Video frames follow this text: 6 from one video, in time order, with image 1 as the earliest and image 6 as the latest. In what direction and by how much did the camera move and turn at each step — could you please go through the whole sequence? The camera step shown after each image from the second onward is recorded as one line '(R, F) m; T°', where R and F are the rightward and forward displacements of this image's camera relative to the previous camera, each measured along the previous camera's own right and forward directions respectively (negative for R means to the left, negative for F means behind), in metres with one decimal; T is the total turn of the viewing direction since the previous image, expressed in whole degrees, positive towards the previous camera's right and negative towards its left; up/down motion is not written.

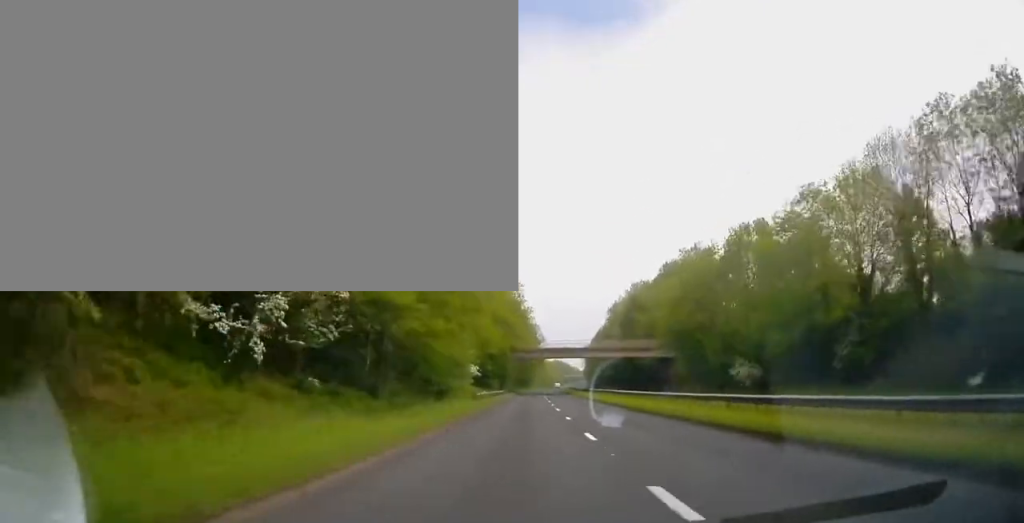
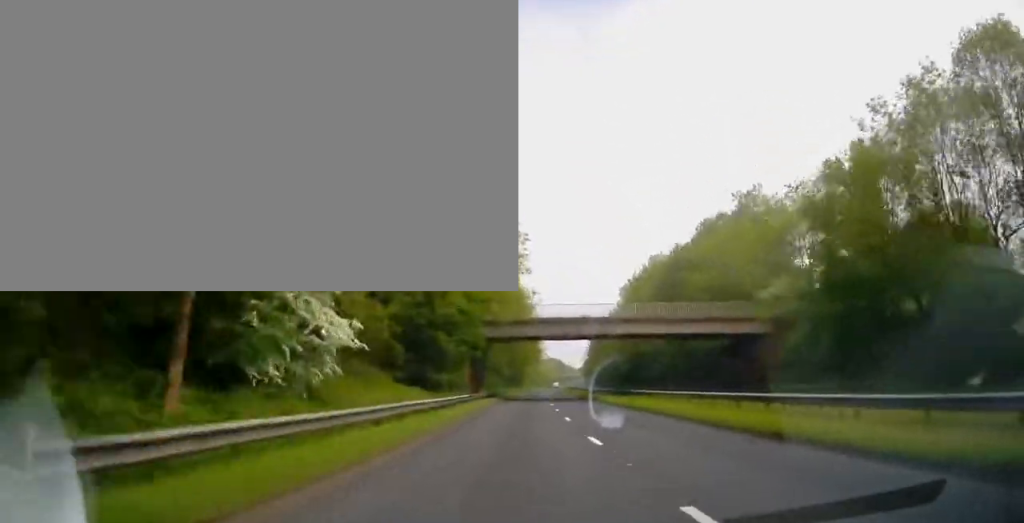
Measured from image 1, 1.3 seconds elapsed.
(+0.4, +36.4) m; +1°
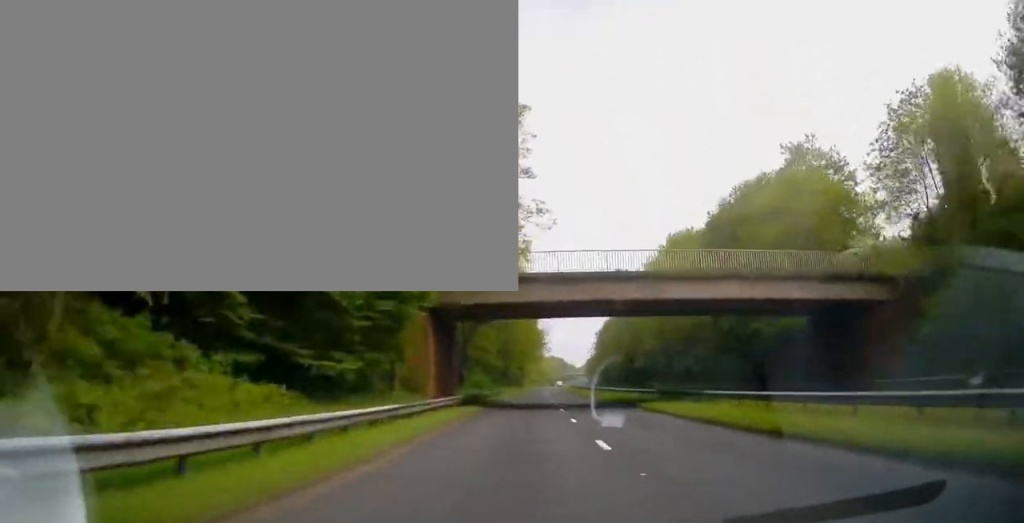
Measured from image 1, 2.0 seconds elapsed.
(0.0, +18.8) m; 0°
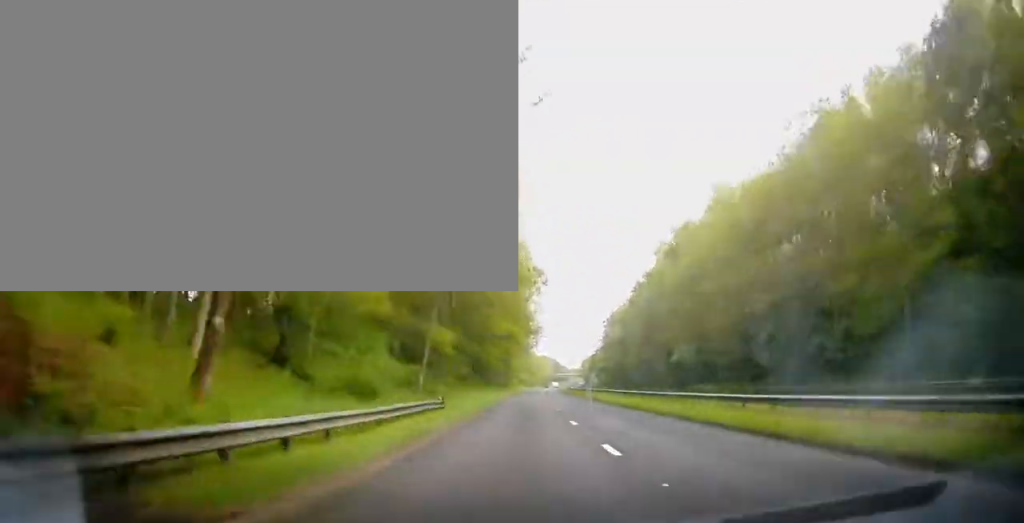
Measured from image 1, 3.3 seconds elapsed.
(0.0, +36.9) m; 0°
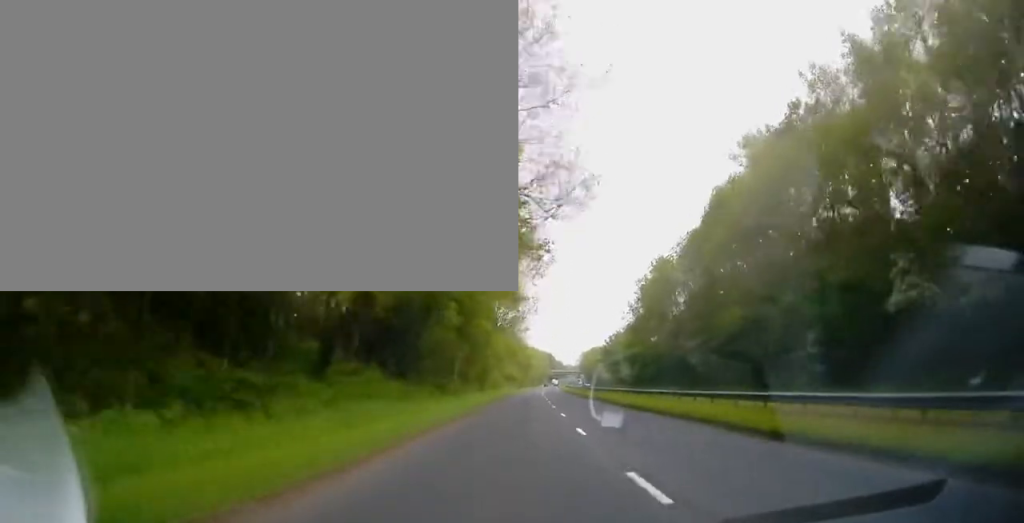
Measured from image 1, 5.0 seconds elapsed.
(+0.5, +50.6) m; +1°
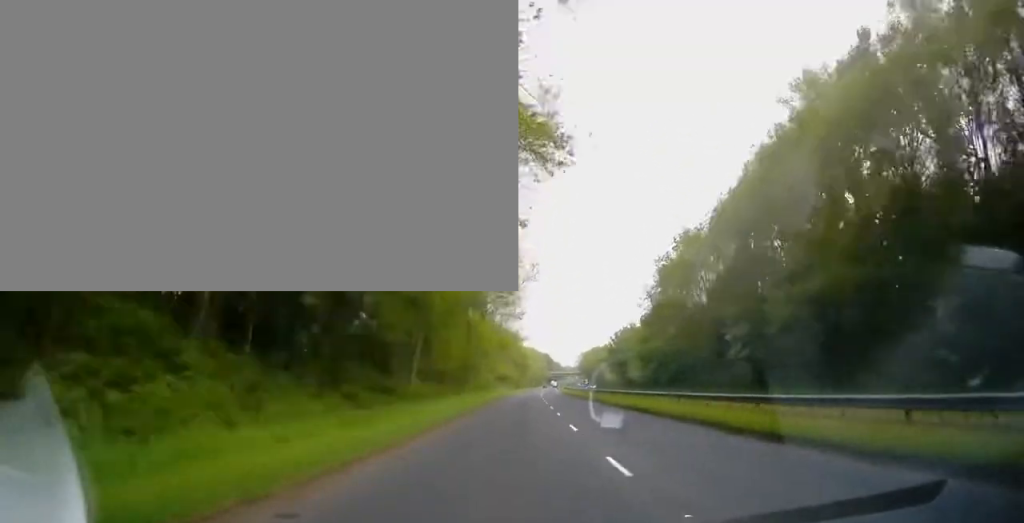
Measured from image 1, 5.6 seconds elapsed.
(0.0, +15.5) m; 0°
